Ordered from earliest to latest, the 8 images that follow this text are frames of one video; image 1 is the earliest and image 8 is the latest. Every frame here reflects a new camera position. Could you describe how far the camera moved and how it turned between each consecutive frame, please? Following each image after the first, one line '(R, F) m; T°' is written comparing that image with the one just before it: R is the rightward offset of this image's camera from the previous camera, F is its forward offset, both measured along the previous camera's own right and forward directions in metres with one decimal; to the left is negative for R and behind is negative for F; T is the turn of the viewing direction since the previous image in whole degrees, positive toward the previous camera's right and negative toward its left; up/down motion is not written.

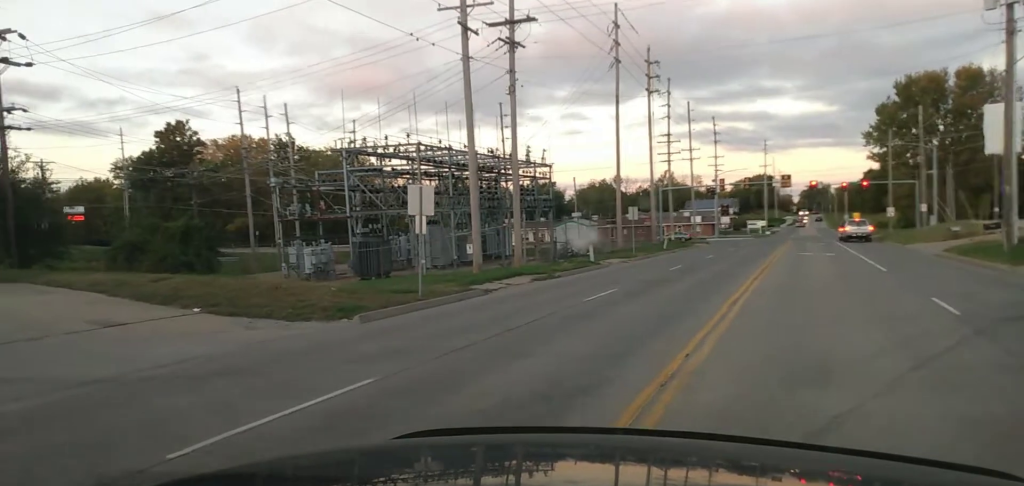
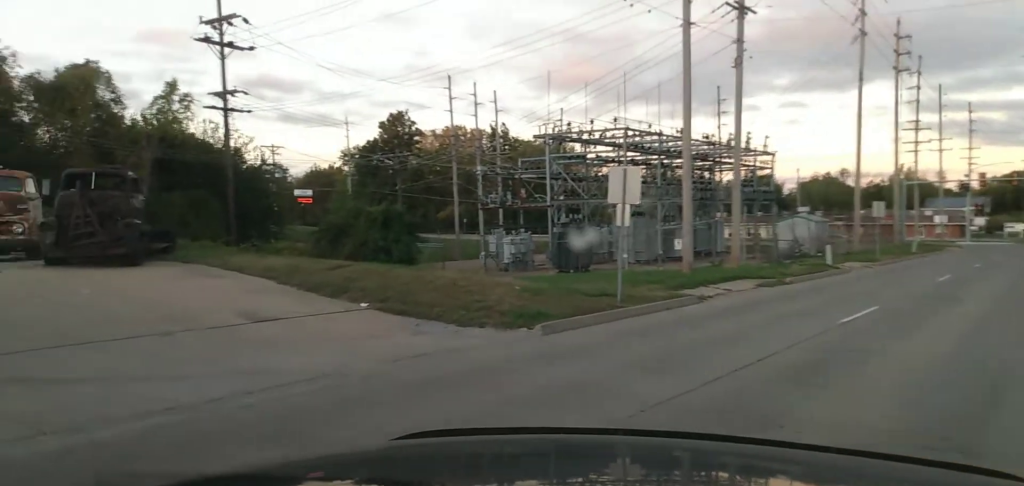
(-0.1, +3.6) m; -12°
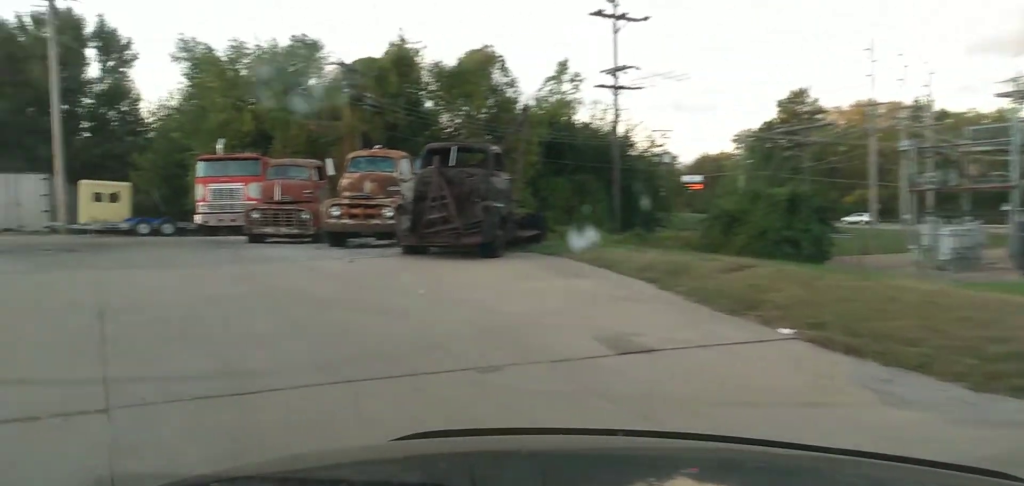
(-1.3, +5.4) m; -23°
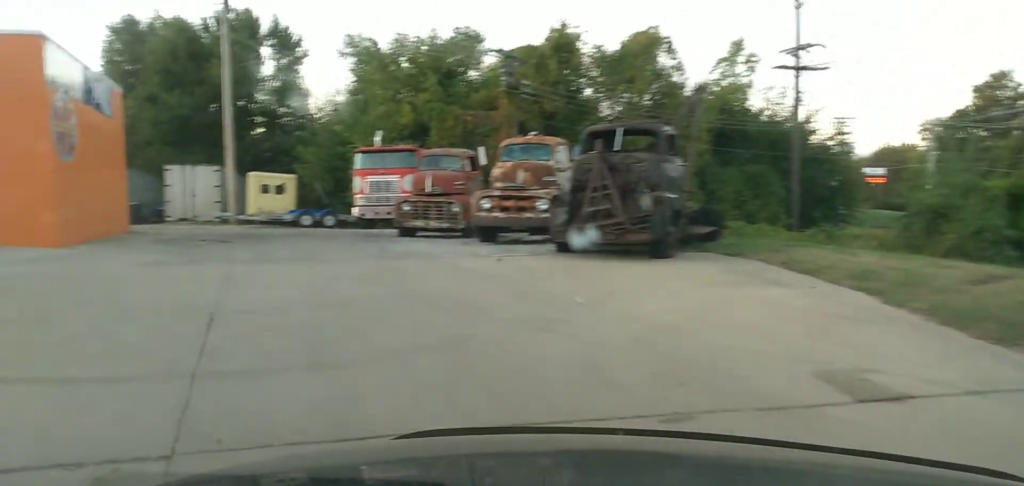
(0.0, +2.2) m; -10°
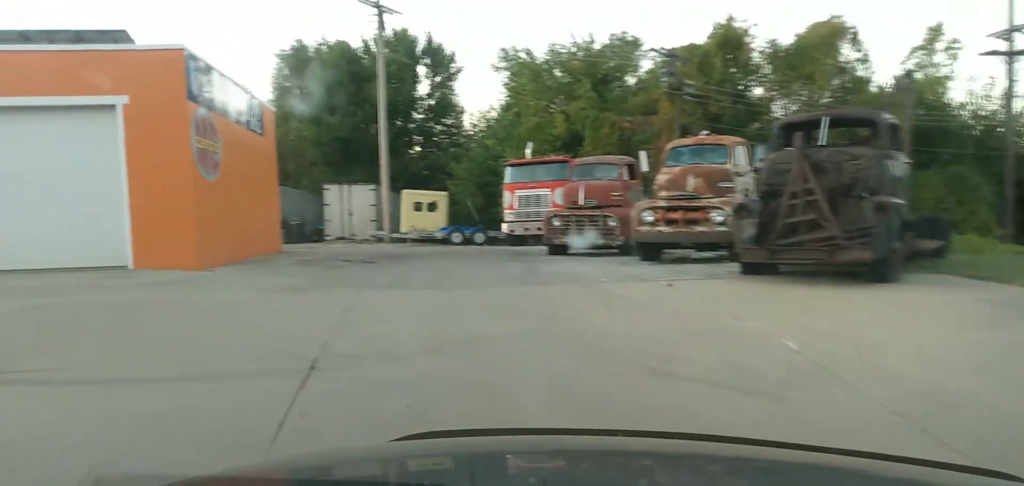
(-0.6, +2.6) m; -15°
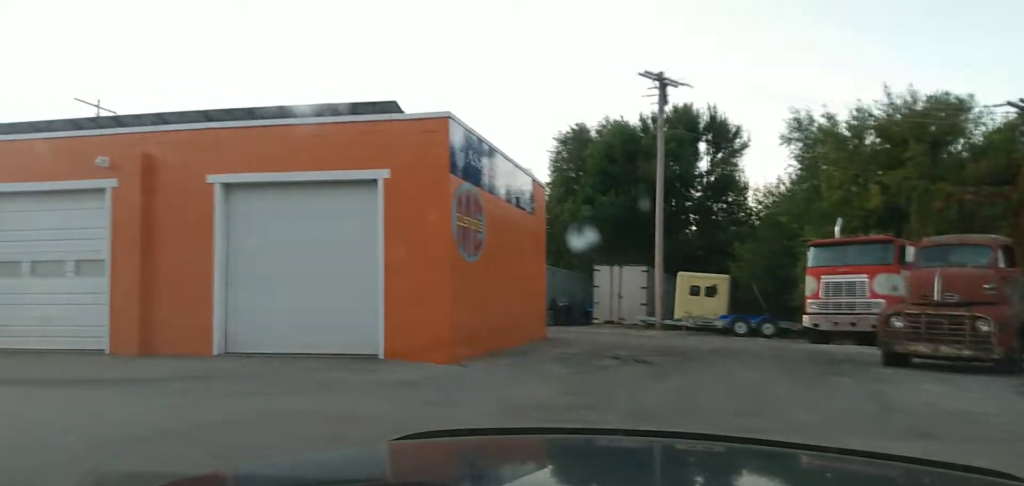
(-0.5, +3.7) m; -16°
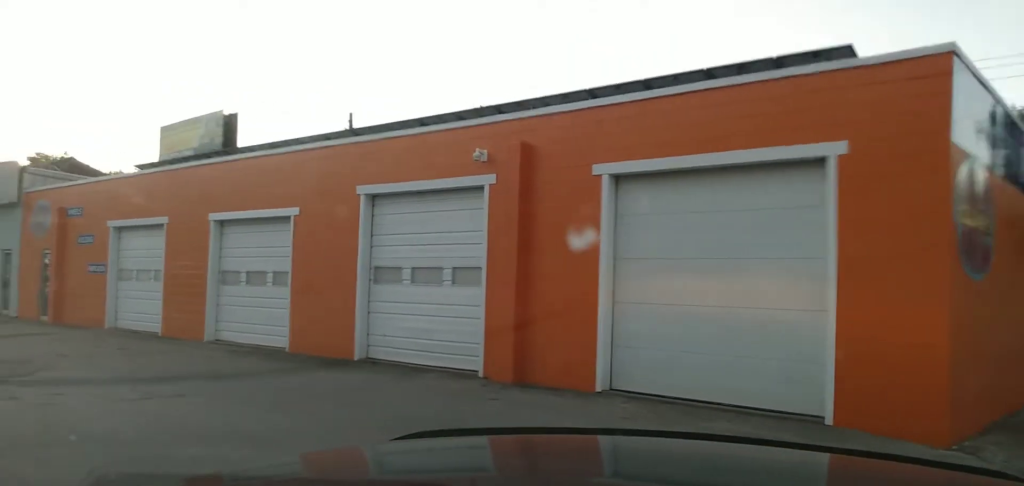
(-0.7, +4.1) m; -22°
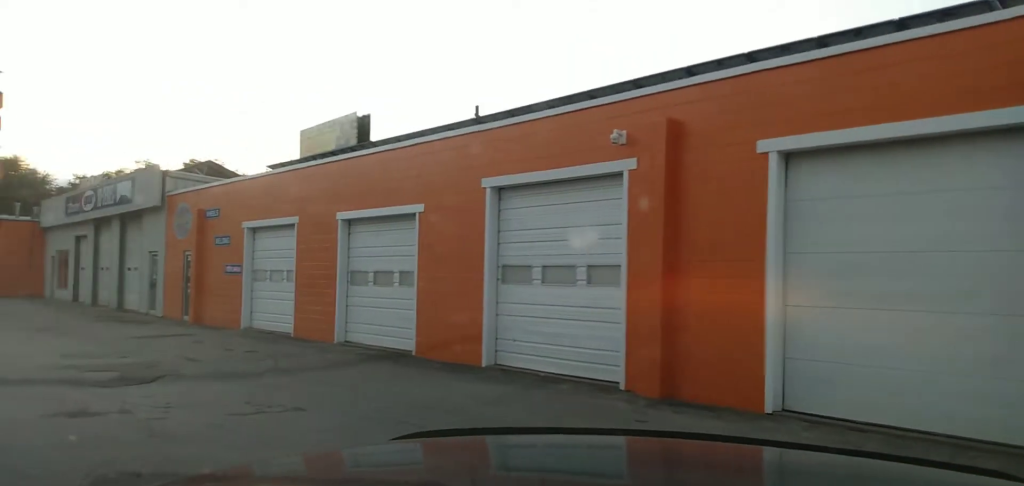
(-0.2, +1.4) m; -10°
